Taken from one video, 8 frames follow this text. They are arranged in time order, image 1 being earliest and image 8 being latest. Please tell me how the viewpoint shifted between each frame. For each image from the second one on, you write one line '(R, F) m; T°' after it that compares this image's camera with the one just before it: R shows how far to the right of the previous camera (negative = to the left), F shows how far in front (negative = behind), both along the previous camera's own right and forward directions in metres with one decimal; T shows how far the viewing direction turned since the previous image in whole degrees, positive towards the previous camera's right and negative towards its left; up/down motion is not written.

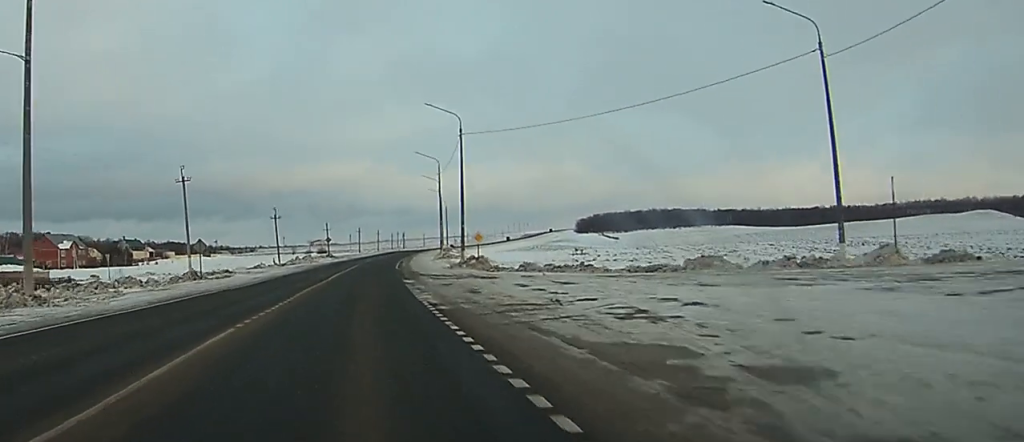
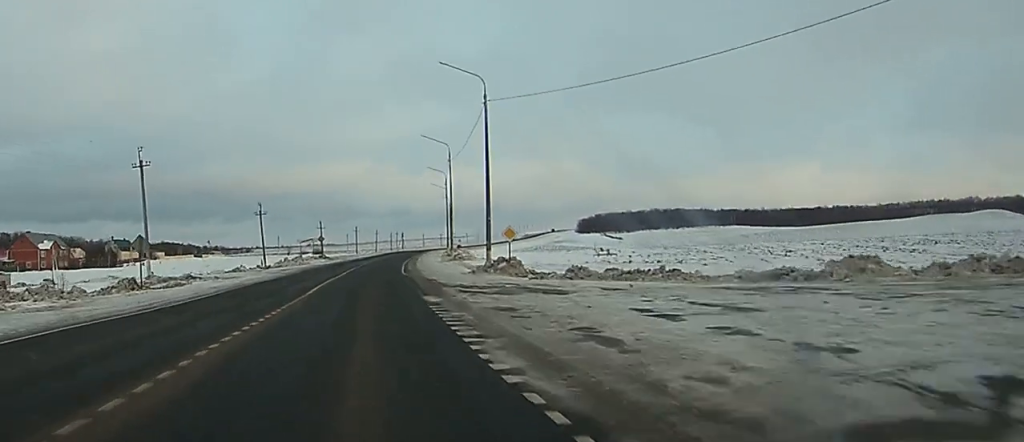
(+0.1, +14.4) m; +1°
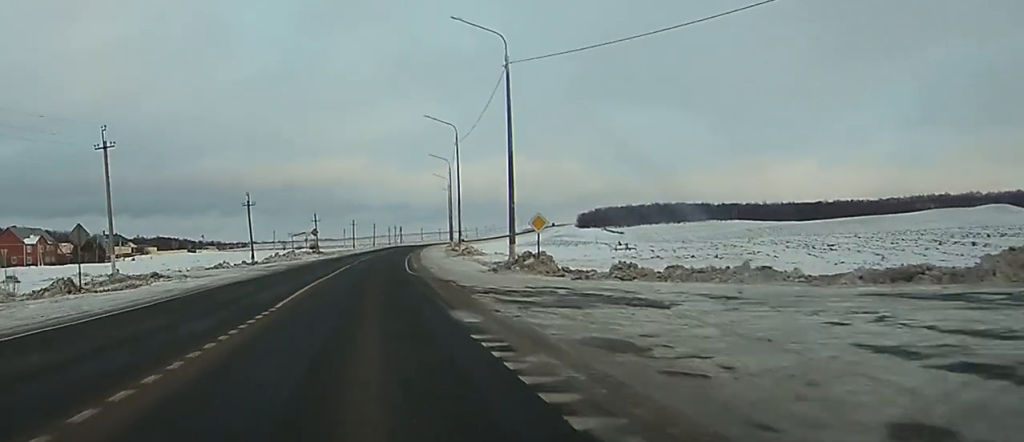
(0.0, +8.7) m; 0°
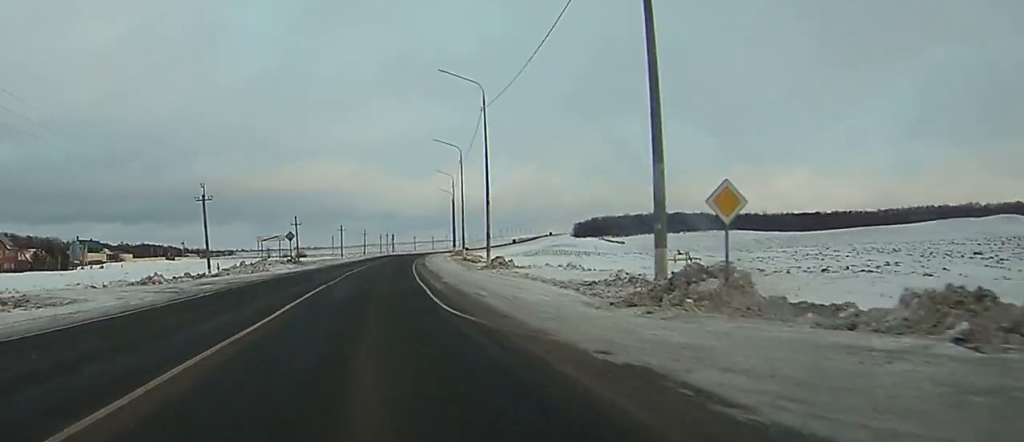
(+0.1, +21.7) m; +1°
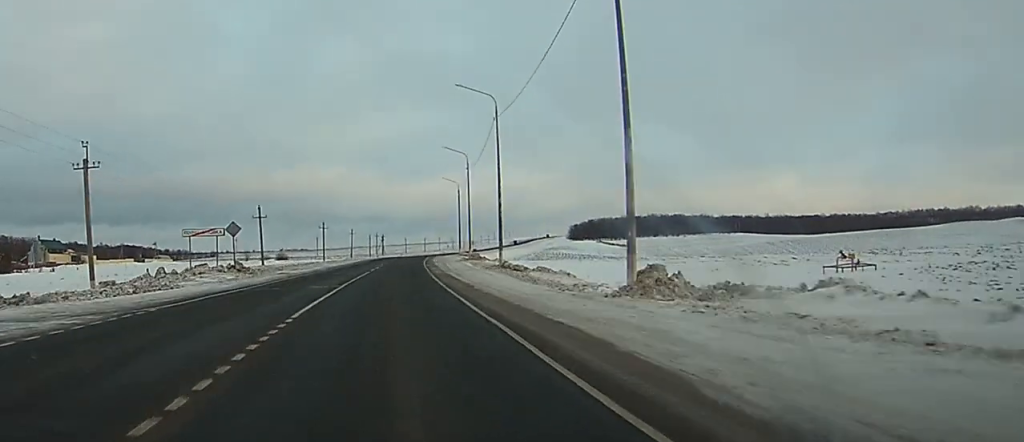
(+0.2, +29.6) m; +1°
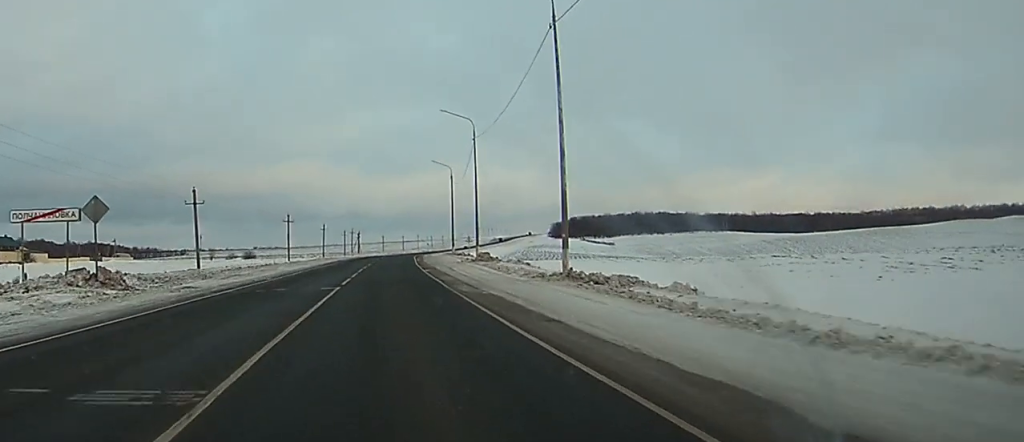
(+0.2, +23.7) m; +1°
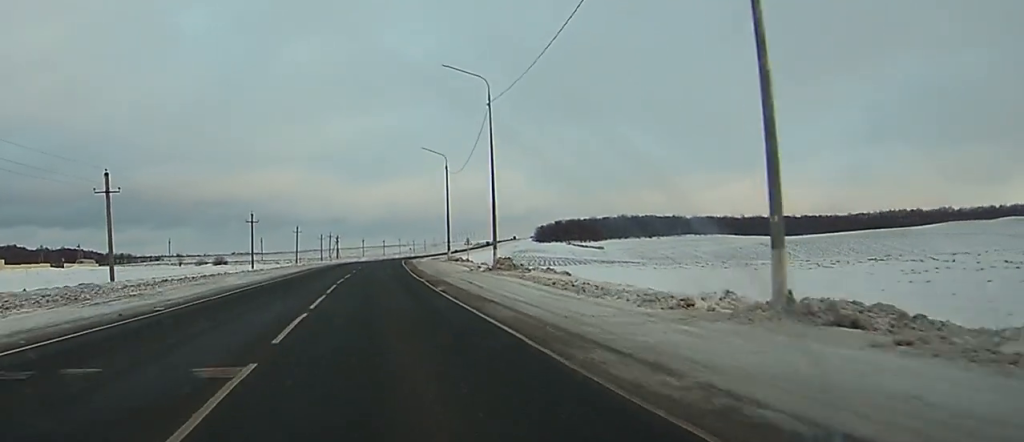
(+0.1, +18.5) m; +1°
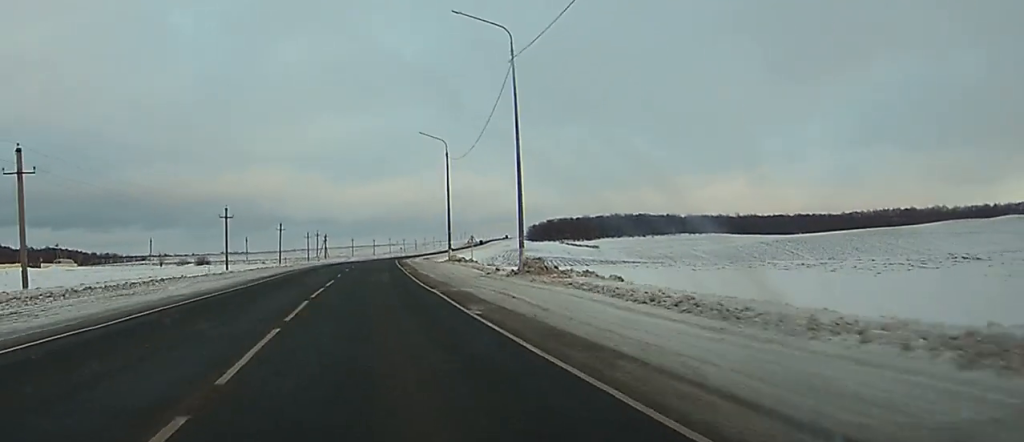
(+0.1, +11.4) m; +1°
